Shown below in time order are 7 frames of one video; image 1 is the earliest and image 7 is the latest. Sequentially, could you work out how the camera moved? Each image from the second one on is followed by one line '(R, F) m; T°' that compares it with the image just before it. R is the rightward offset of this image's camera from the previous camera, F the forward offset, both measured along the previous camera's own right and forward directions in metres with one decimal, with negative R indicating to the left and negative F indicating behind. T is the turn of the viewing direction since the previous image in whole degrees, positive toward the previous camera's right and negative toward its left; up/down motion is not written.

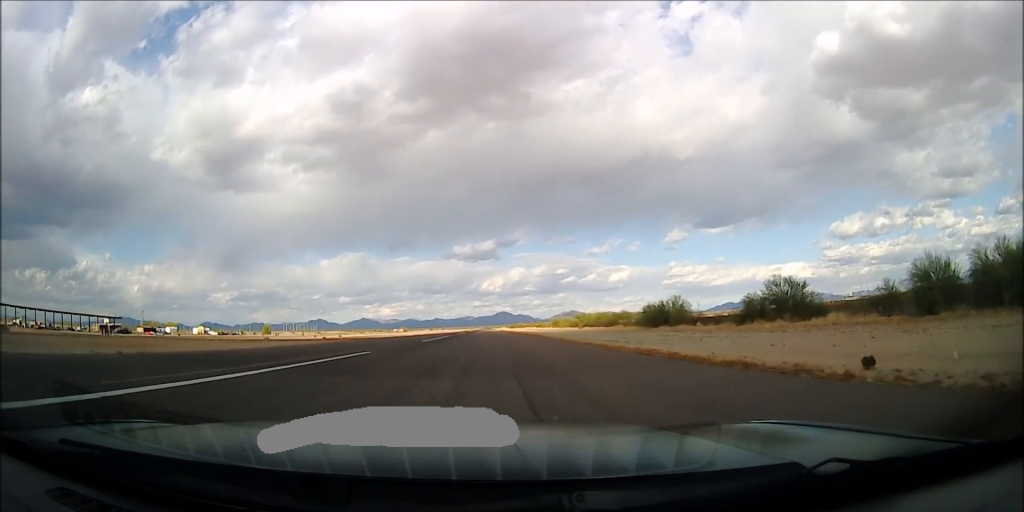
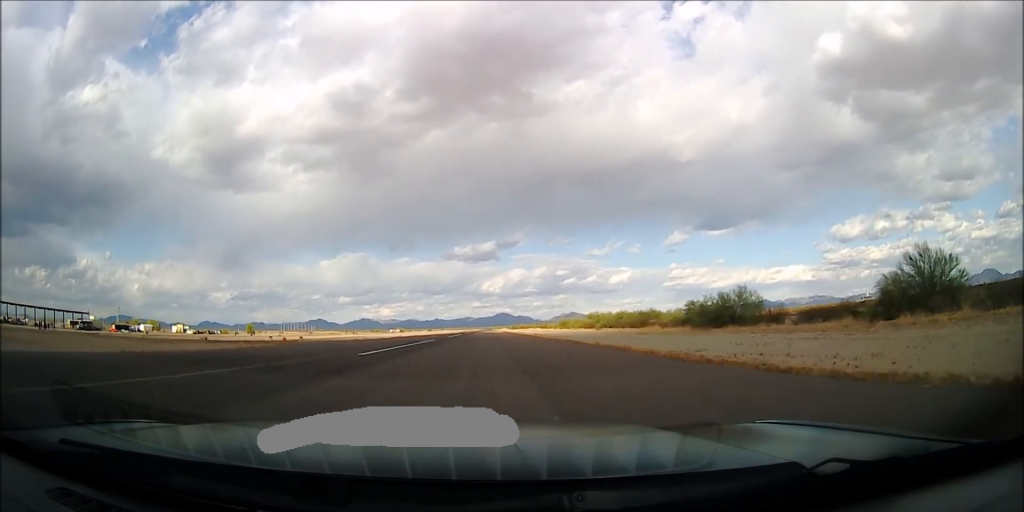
(+0.1, +27.6) m; +1°
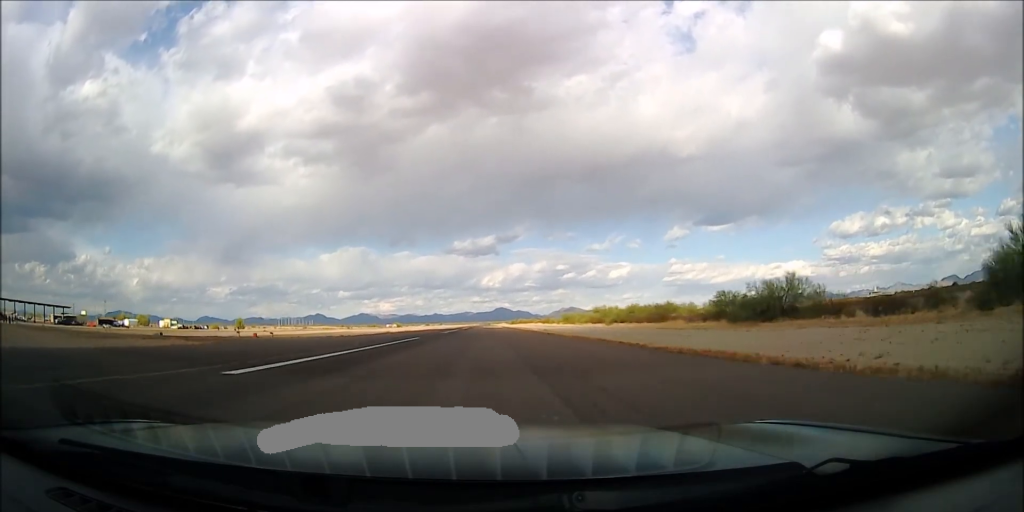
(+0.3, +14.5) m; 0°
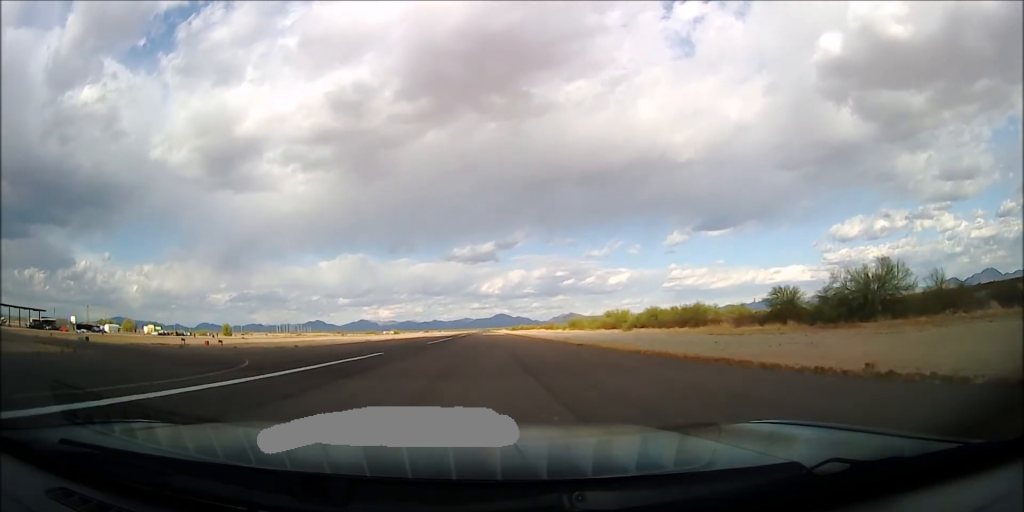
(+0.3, +18.3) m; 0°
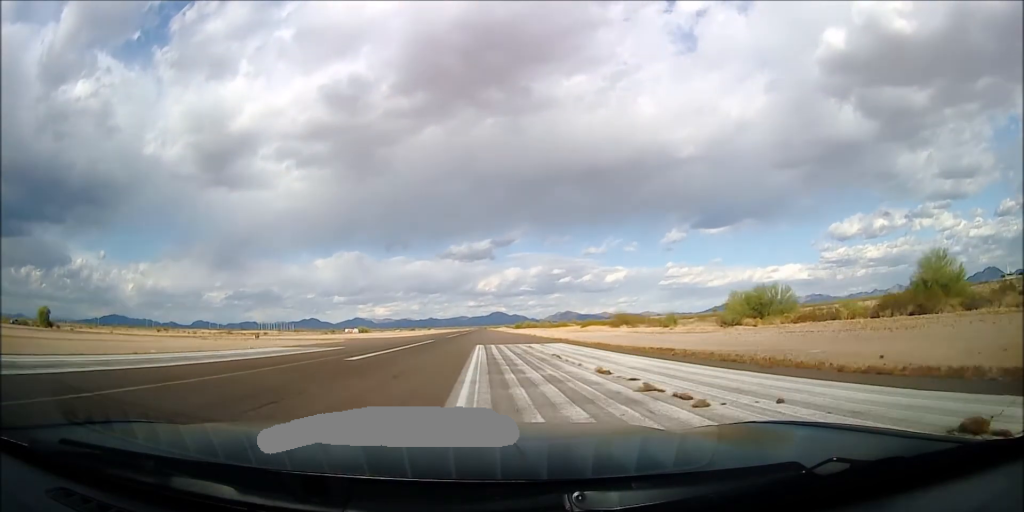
(-0.6, +156.7) m; 0°
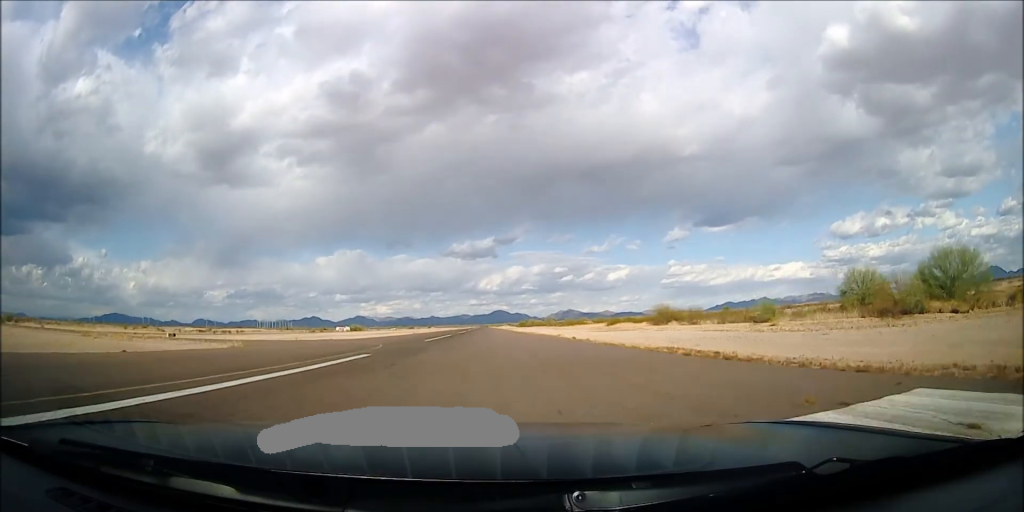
(-0.1, +33.9) m; 0°
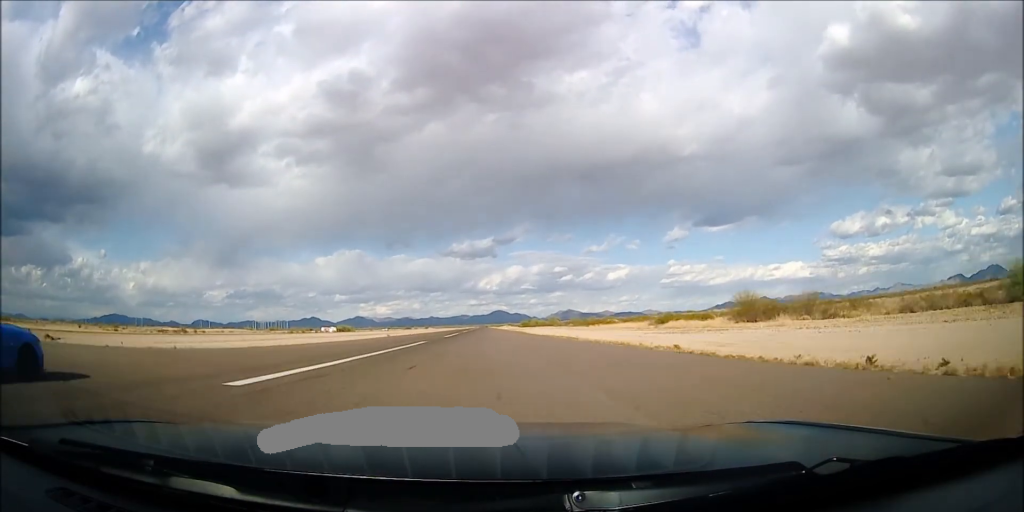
(-0.2, +38.3) m; 0°
